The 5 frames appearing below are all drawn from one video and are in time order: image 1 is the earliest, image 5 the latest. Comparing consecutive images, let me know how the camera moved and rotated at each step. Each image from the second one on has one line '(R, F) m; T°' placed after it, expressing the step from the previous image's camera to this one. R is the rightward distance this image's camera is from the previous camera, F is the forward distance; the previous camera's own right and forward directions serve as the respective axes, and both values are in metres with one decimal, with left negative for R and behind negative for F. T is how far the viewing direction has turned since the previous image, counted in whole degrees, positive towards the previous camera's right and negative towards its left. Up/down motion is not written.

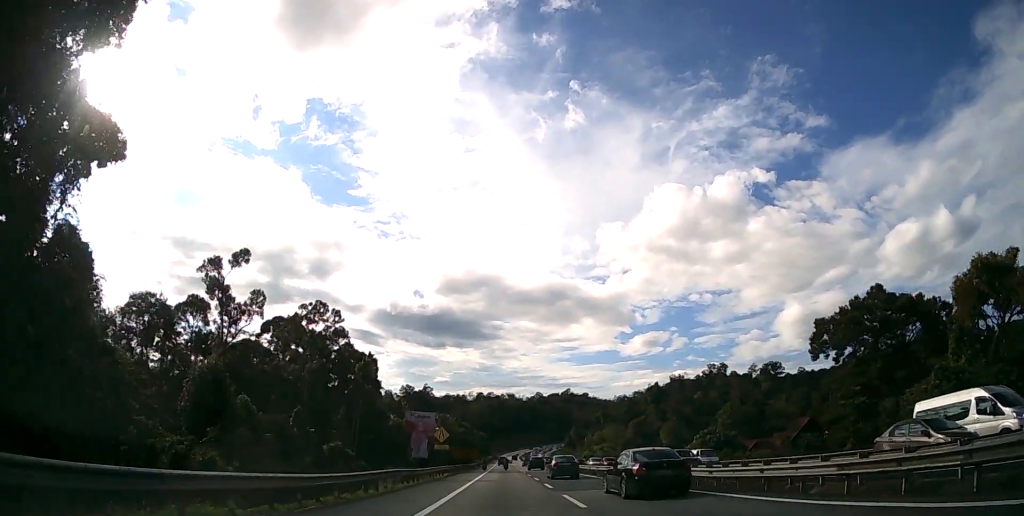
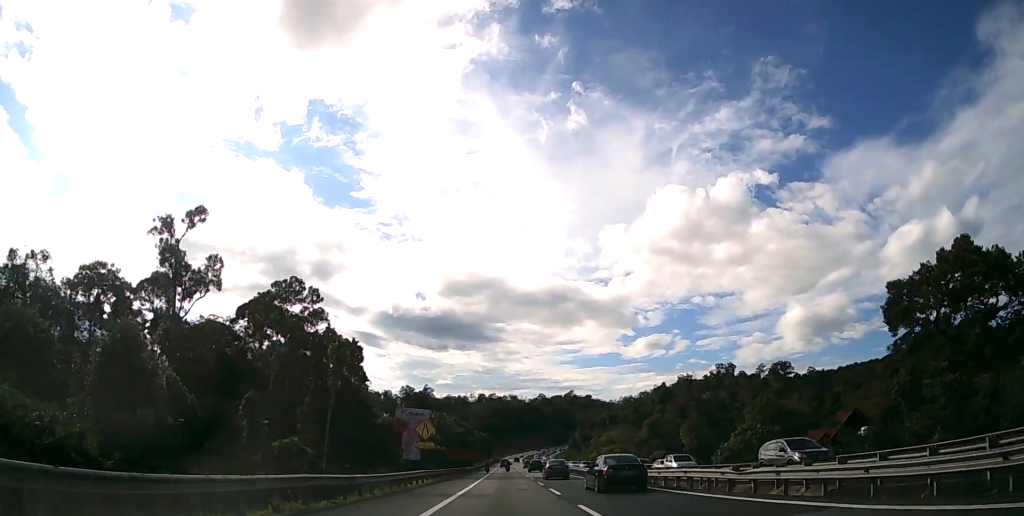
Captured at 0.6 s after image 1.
(0.0, +12.2) m; 0°
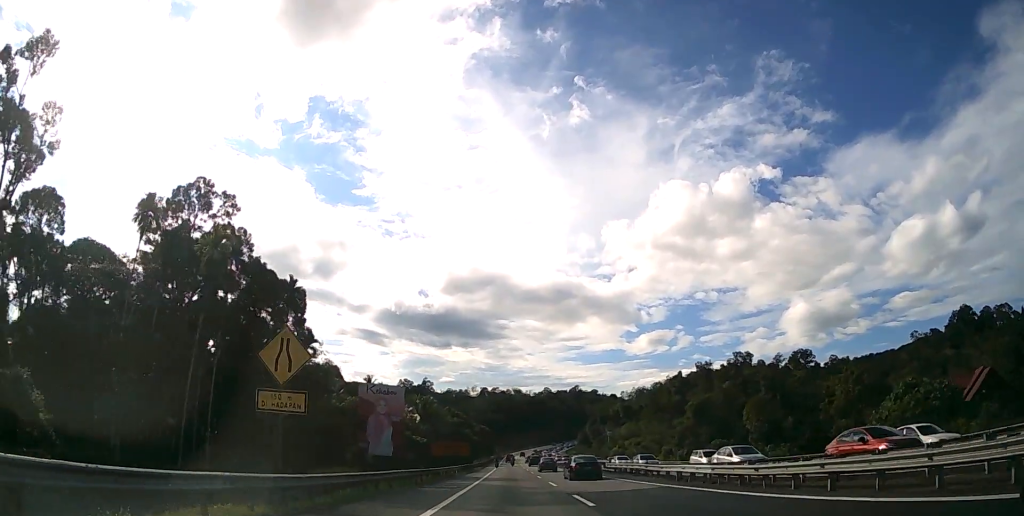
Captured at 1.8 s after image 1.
(-0.2, +28.1) m; -1°
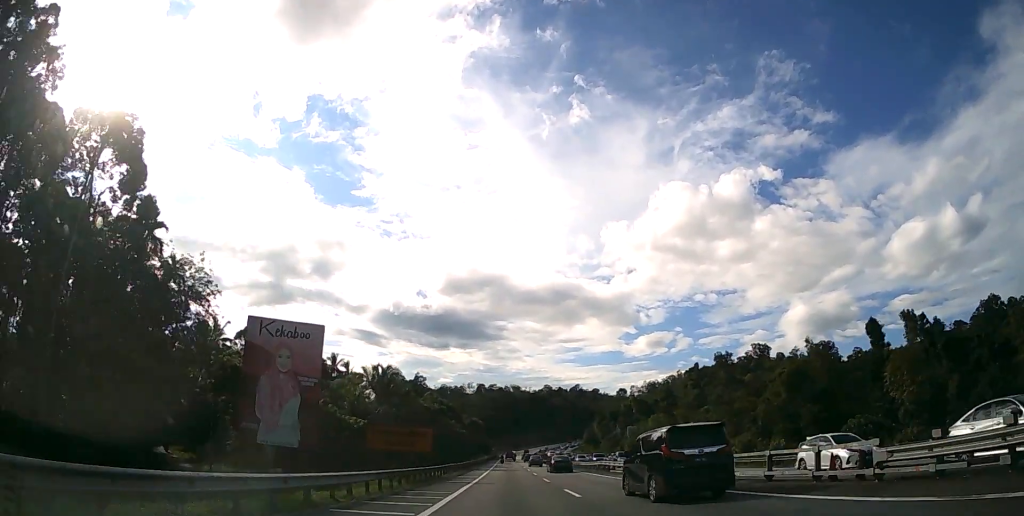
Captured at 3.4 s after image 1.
(0.0, +33.8) m; 0°
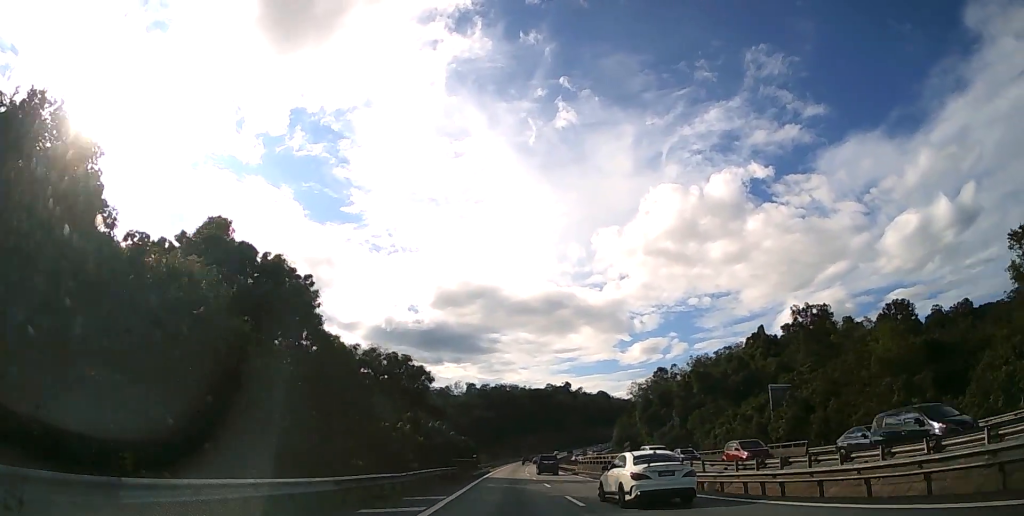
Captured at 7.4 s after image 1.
(+0.3, +90.0) m; 0°
